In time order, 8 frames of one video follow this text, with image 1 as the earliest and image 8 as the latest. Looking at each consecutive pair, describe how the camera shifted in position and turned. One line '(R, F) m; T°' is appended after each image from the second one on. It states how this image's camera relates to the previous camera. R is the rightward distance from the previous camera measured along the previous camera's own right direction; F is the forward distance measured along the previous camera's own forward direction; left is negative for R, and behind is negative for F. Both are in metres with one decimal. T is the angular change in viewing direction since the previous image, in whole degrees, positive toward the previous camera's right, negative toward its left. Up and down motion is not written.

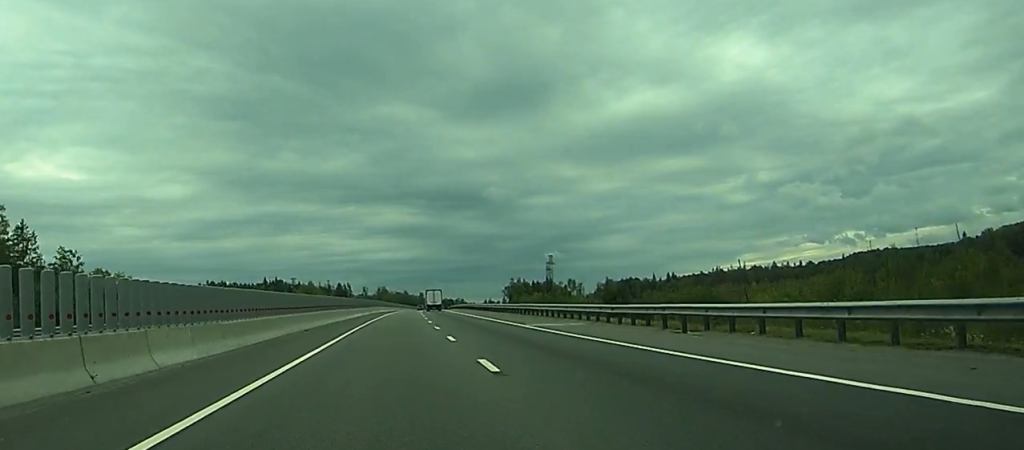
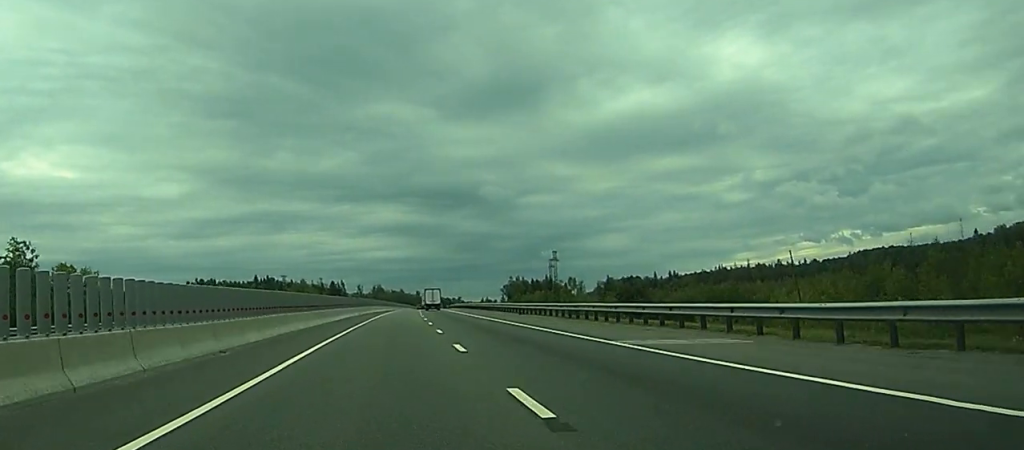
(+0.1, +18.5) m; 0°
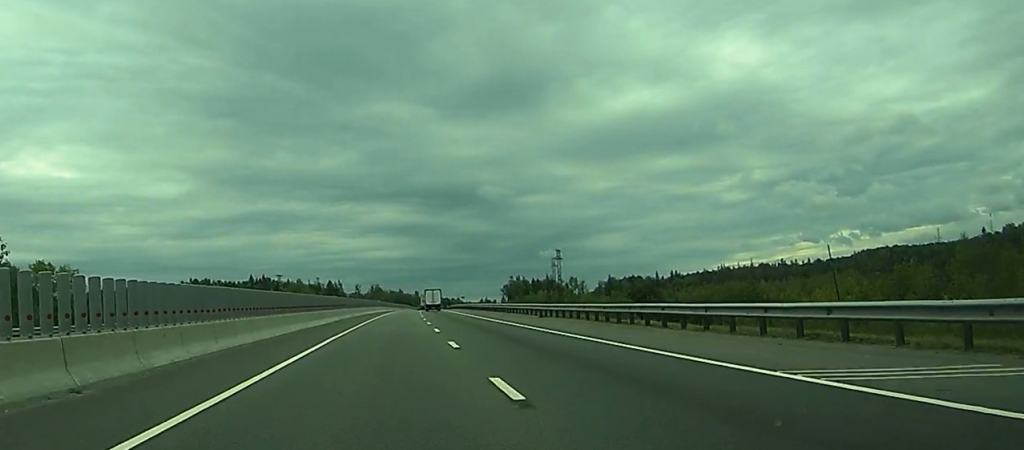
(0.0, +10.9) m; 0°
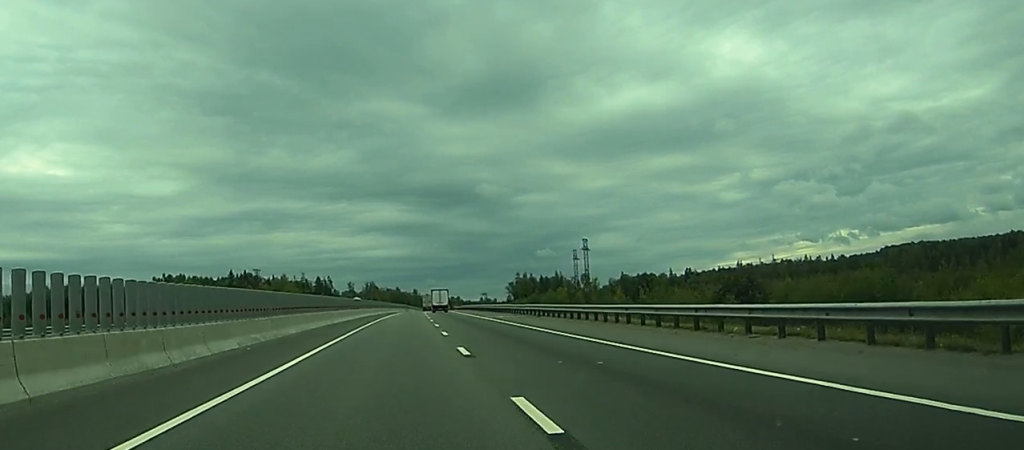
(+0.3, +51.9) m; 0°
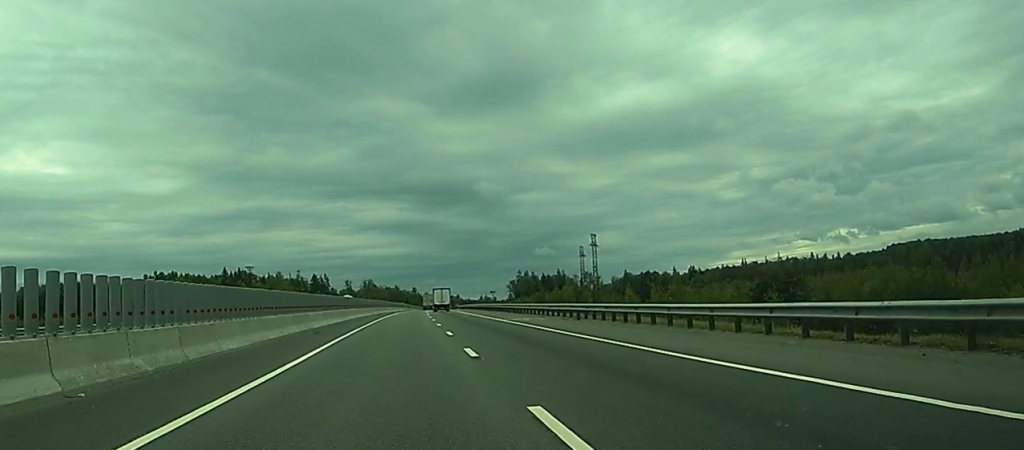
(0.0, +13.3) m; 0°
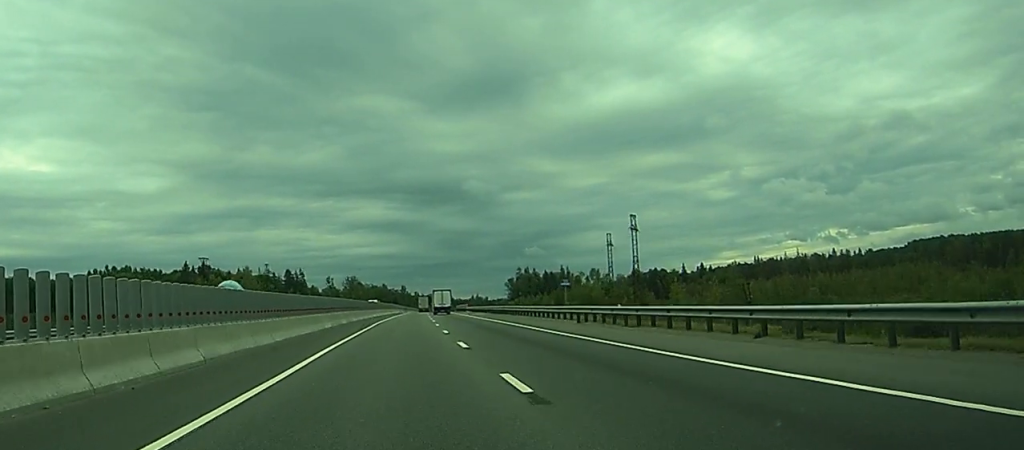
(+0.2, +55.6) m; 0°
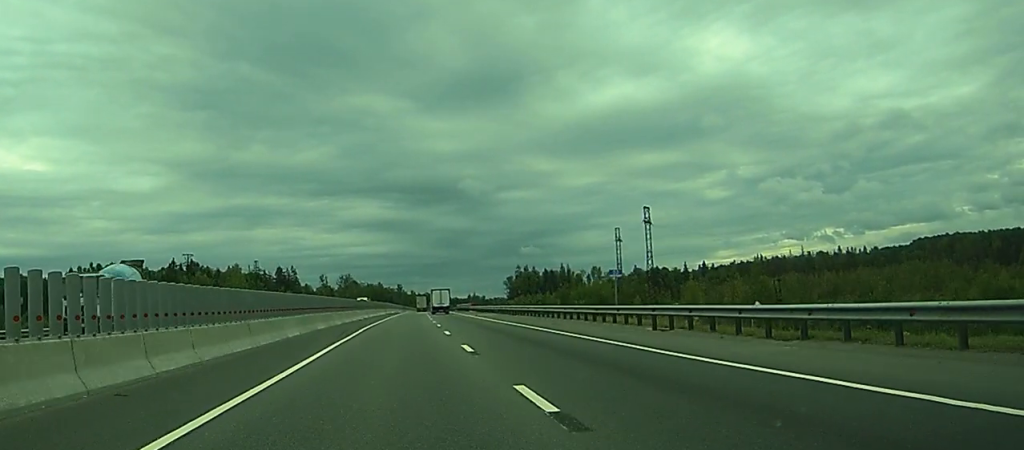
(0.0, +14.1) m; 0°
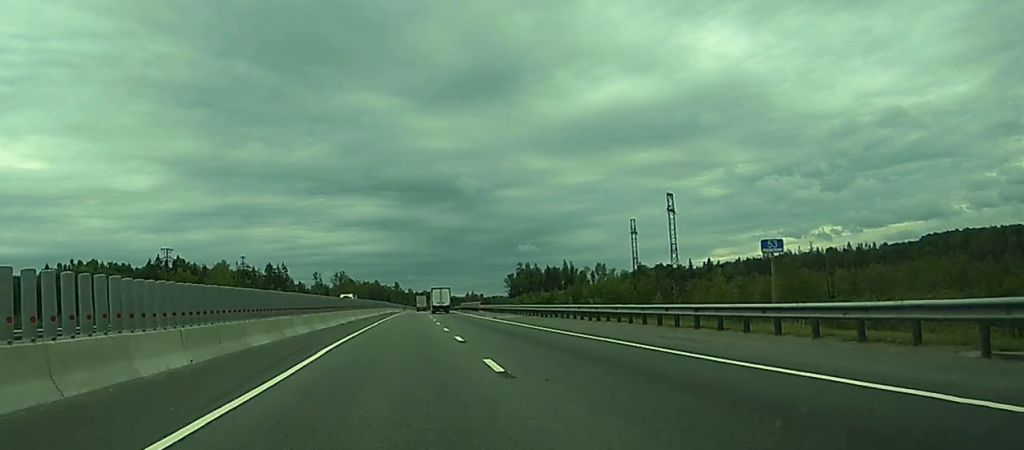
(0.0, +18.4) m; 0°
